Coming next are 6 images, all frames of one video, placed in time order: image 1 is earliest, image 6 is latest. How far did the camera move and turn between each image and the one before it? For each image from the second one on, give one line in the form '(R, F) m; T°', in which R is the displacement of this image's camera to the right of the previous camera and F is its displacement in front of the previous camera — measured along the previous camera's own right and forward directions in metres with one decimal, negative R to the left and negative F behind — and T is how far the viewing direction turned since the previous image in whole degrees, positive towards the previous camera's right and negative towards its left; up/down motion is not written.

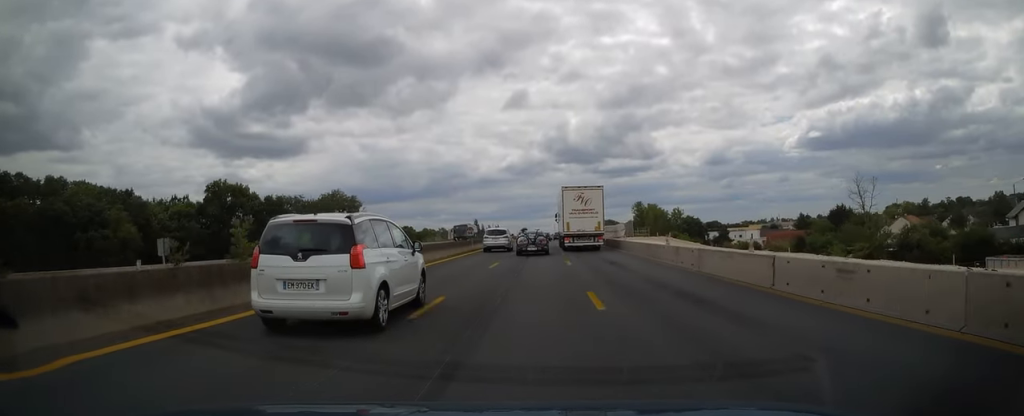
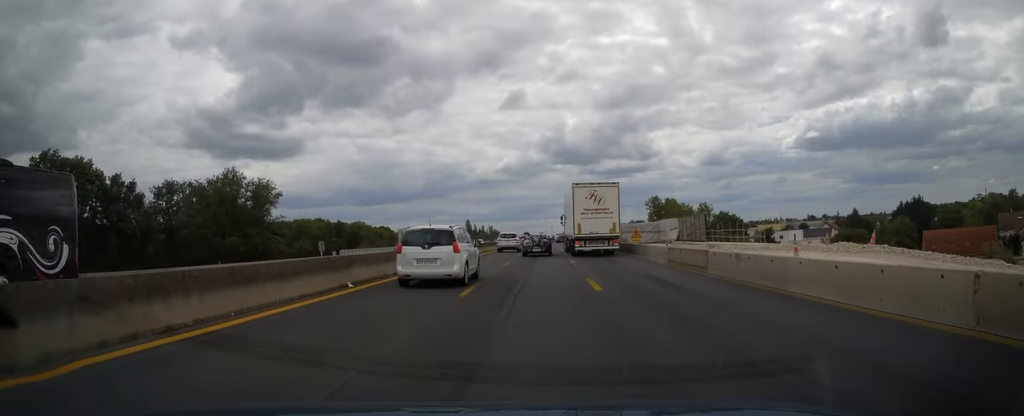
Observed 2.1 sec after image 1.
(+0.1, +48.1) m; 0°
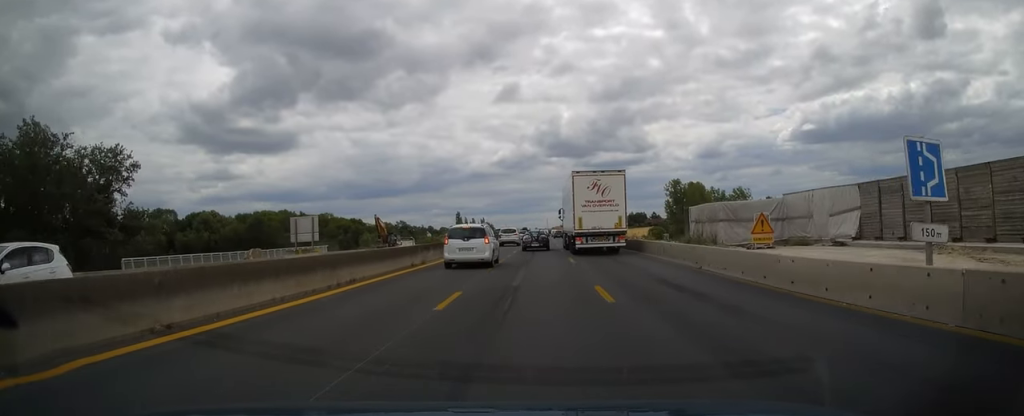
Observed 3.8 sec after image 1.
(+0.1, +41.6) m; 0°
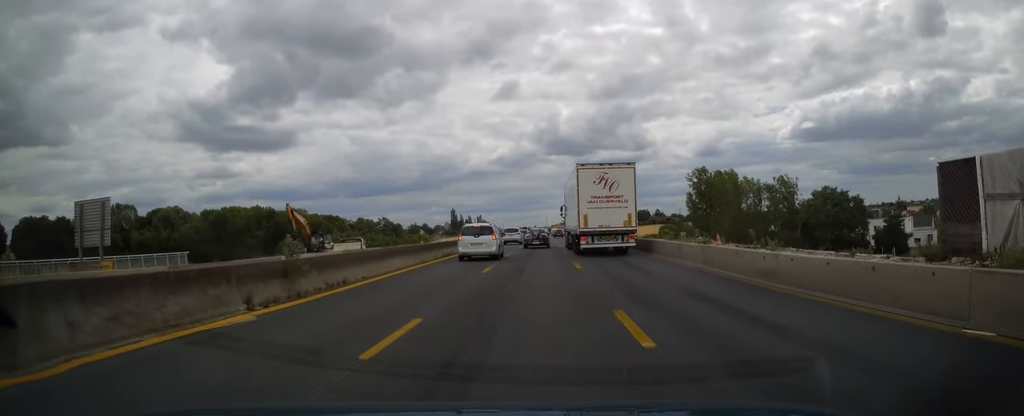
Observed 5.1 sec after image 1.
(+0.1, +30.1) m; 0°
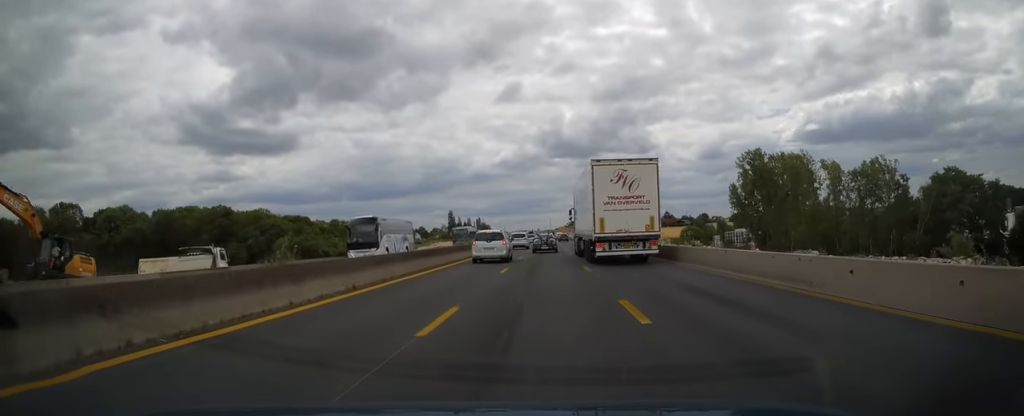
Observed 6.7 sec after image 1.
(-0.1, +37.0) m; 0°
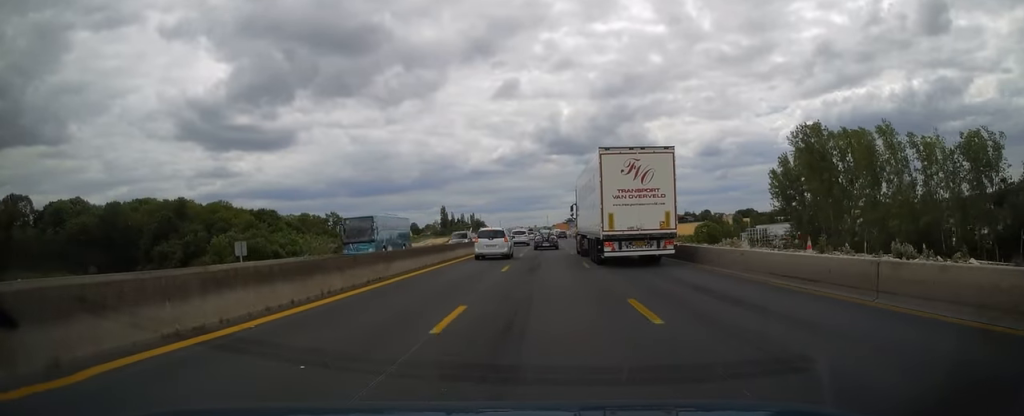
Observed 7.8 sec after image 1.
(+0.1, +26.0) m; 0°
